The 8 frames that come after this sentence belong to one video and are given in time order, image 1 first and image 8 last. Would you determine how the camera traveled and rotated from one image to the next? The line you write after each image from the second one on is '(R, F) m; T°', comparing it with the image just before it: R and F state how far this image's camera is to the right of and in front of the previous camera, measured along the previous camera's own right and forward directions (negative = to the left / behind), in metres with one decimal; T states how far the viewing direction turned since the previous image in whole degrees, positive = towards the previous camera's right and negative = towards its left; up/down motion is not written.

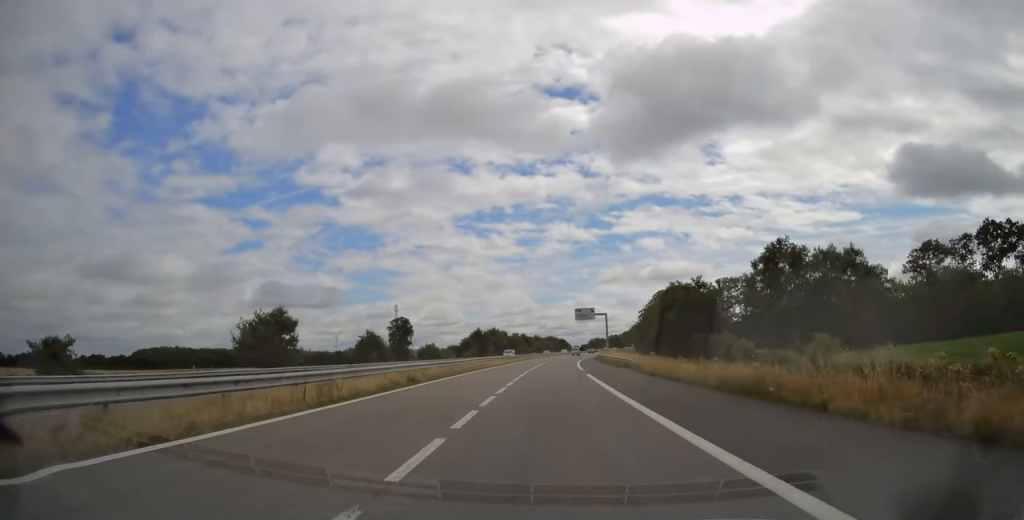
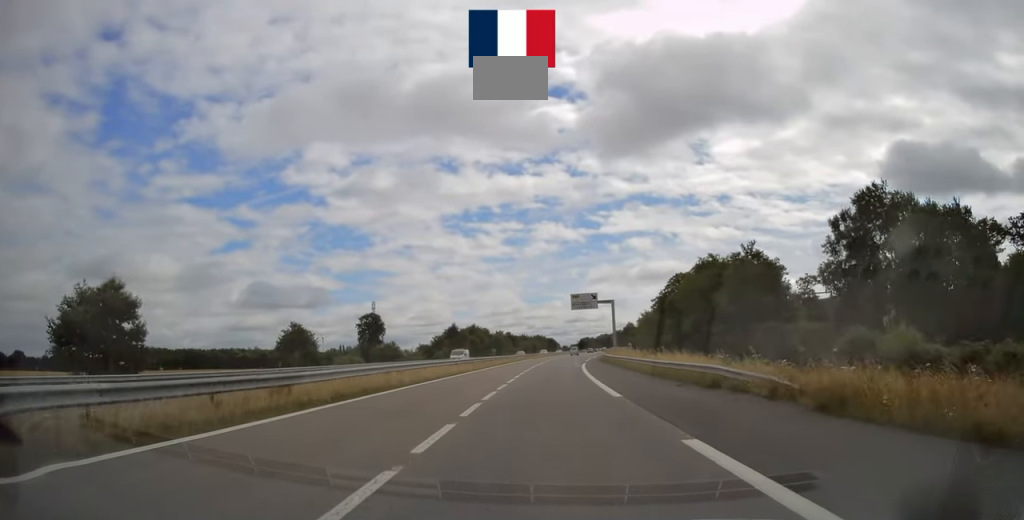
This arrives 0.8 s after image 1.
(+0.1, +24.3) m; +1°
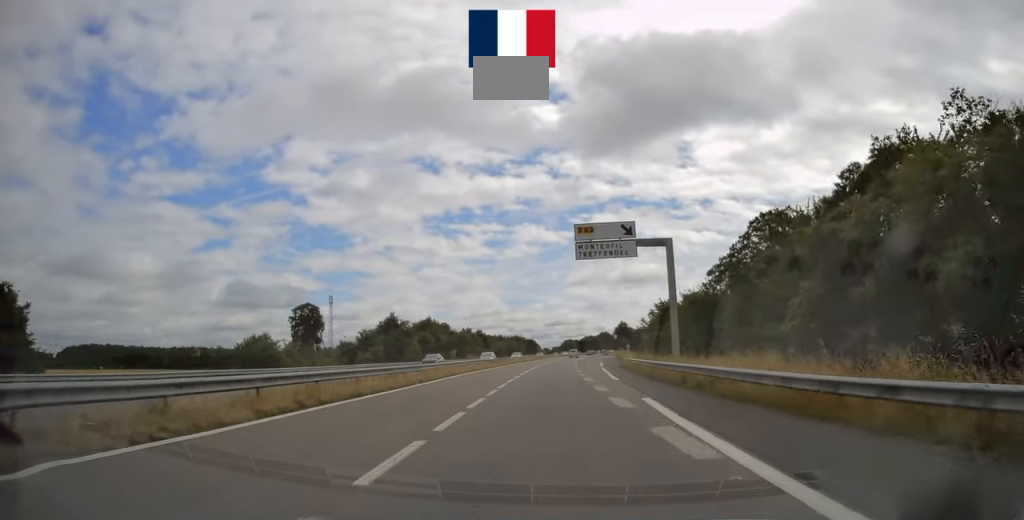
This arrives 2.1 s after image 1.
(+0.8, +41.3) m; +2°
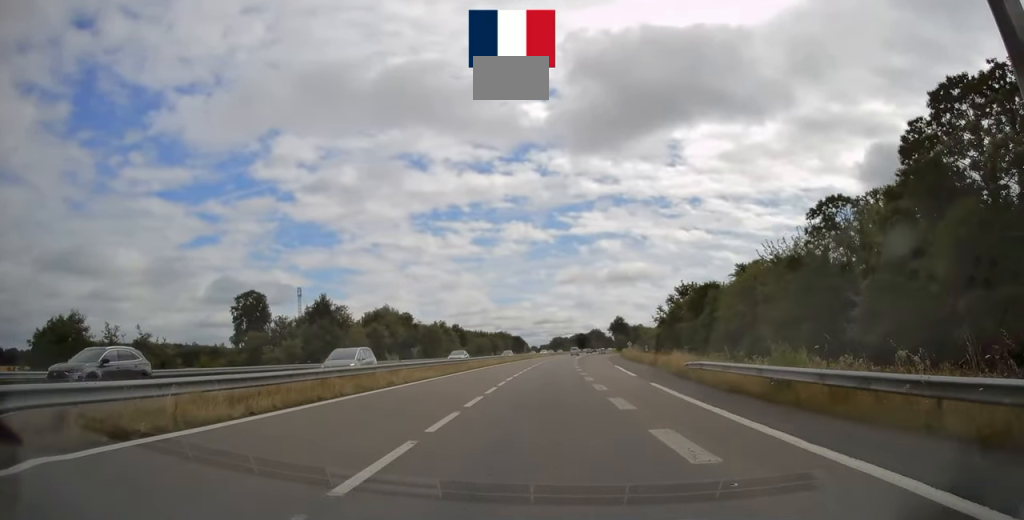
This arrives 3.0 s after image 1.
(+0.3, +26.3) m; +1°
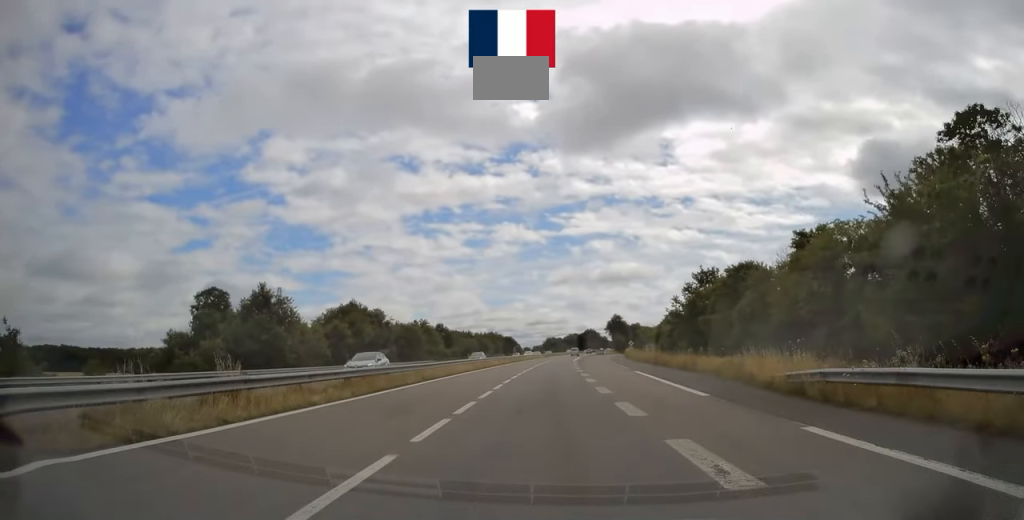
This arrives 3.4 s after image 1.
(0.0, +14.4) m; +1°
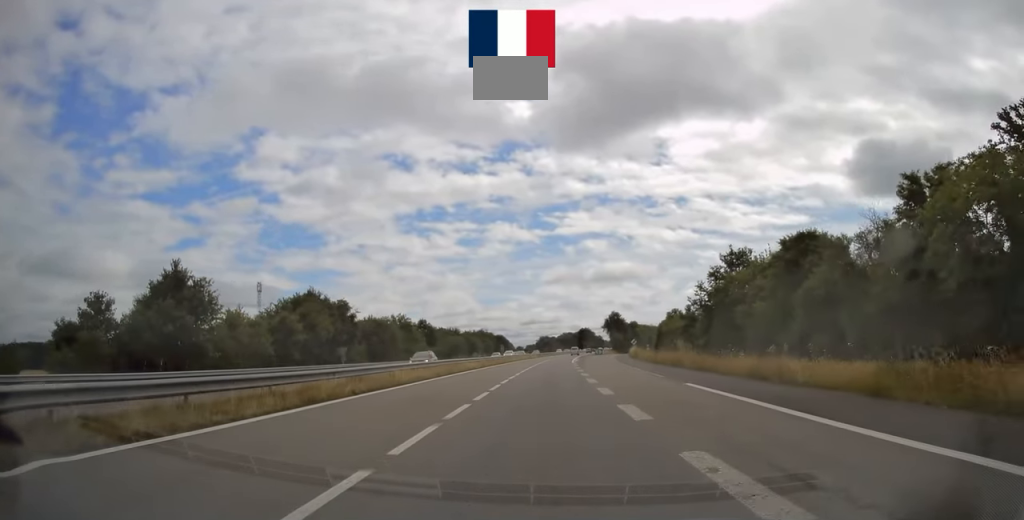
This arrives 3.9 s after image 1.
(+0.2, +13.9) m; 0°
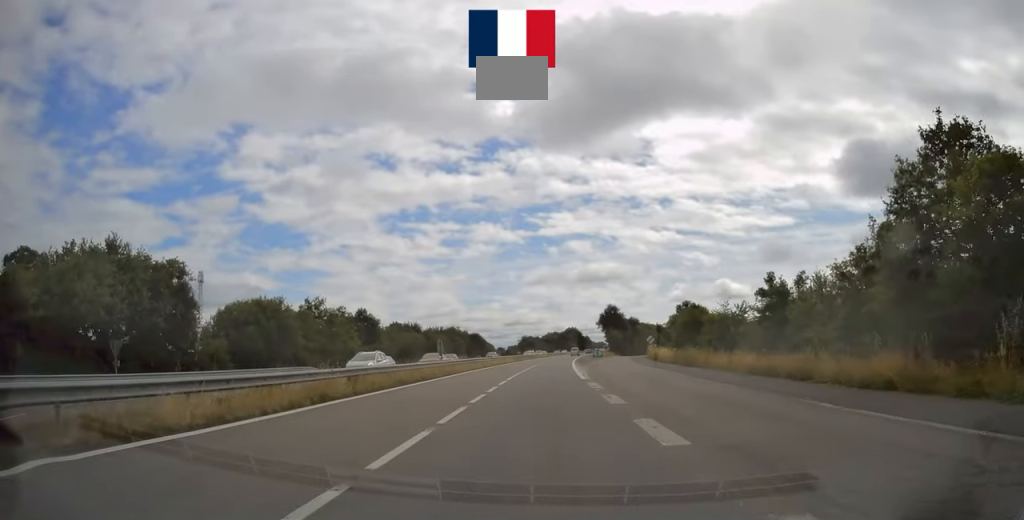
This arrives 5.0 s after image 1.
(+0.3, +35.6) m; +2°
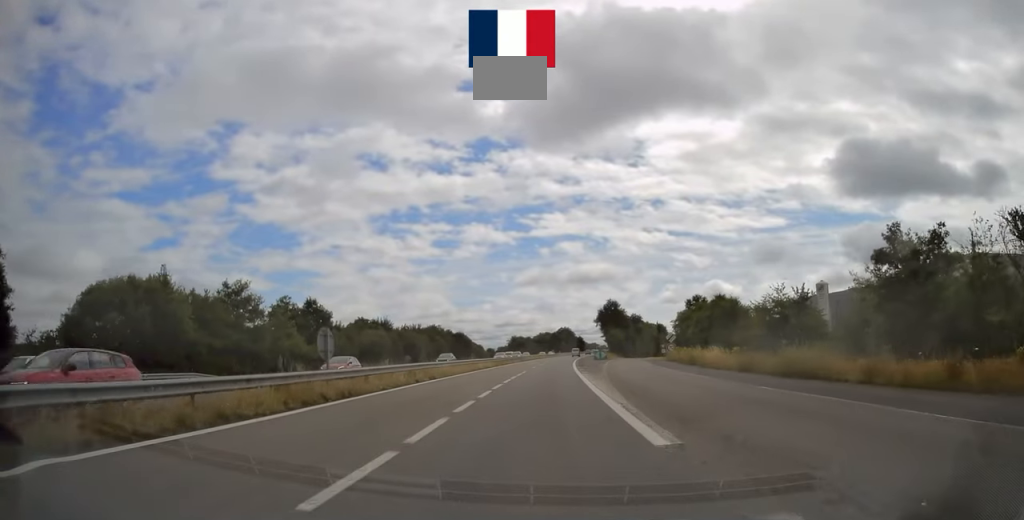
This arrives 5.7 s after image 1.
(+0.1, +19.6) m; +1°
